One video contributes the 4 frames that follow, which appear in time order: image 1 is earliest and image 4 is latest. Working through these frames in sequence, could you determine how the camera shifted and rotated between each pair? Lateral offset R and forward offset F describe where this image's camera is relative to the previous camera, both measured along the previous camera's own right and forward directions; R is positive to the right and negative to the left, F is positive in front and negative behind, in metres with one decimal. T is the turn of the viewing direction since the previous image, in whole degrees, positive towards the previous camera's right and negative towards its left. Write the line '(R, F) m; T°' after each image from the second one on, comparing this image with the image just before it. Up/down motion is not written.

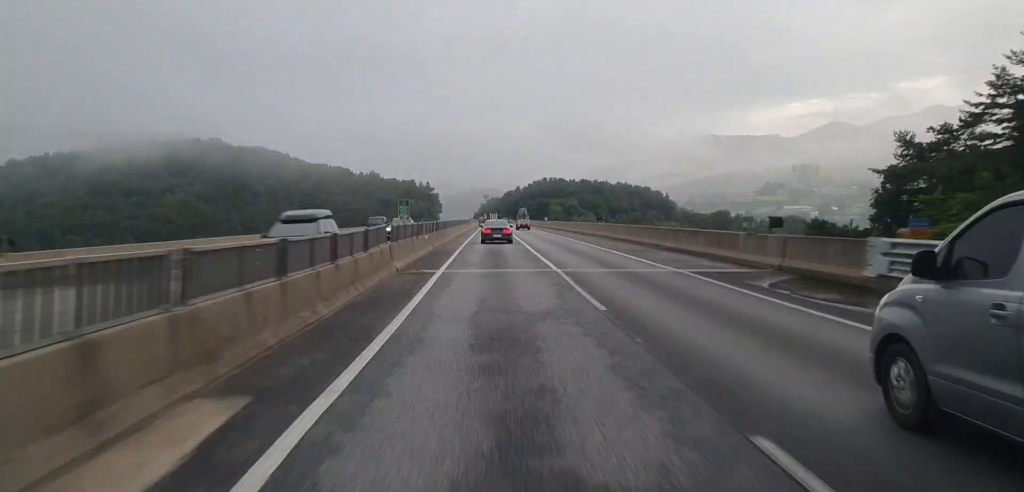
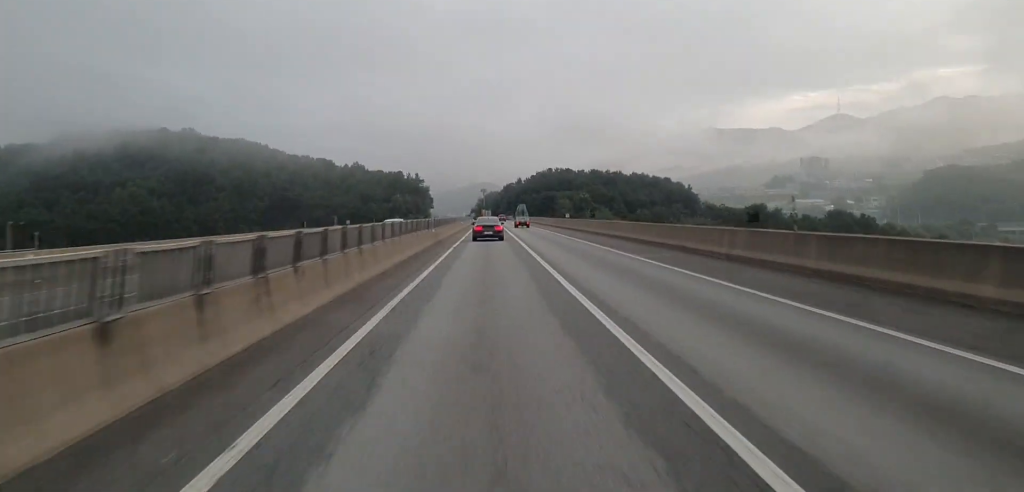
(-0.3, +39.8) m; -1°
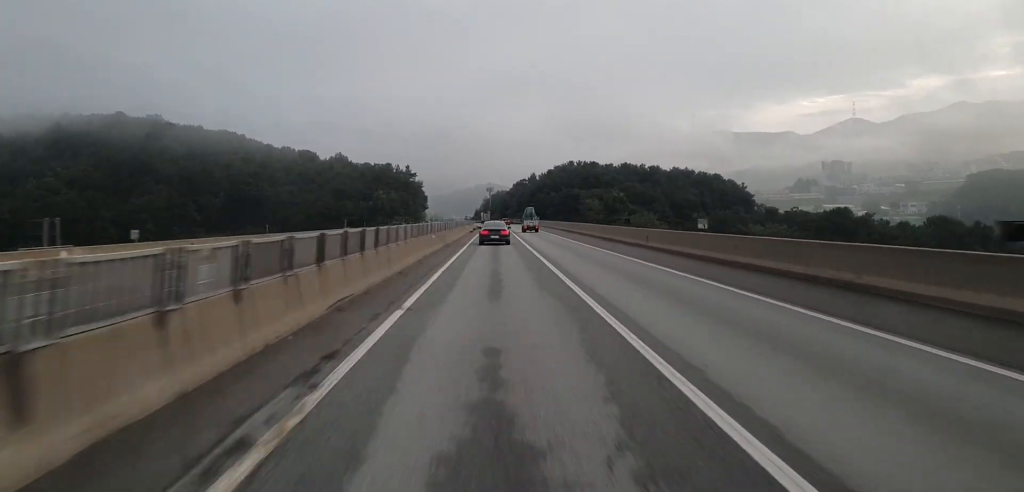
(-0.1, +52.9) m; 0°
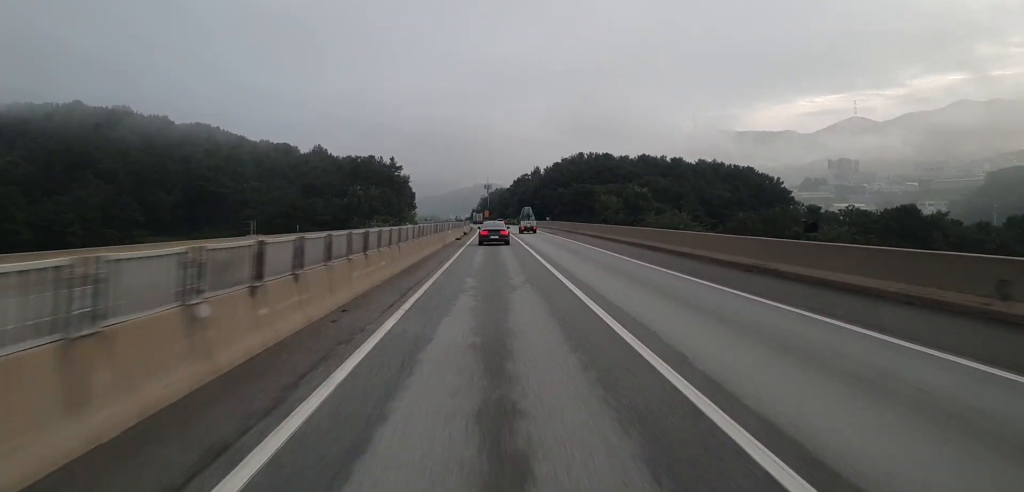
(0.0, +32.4) m; 0°
